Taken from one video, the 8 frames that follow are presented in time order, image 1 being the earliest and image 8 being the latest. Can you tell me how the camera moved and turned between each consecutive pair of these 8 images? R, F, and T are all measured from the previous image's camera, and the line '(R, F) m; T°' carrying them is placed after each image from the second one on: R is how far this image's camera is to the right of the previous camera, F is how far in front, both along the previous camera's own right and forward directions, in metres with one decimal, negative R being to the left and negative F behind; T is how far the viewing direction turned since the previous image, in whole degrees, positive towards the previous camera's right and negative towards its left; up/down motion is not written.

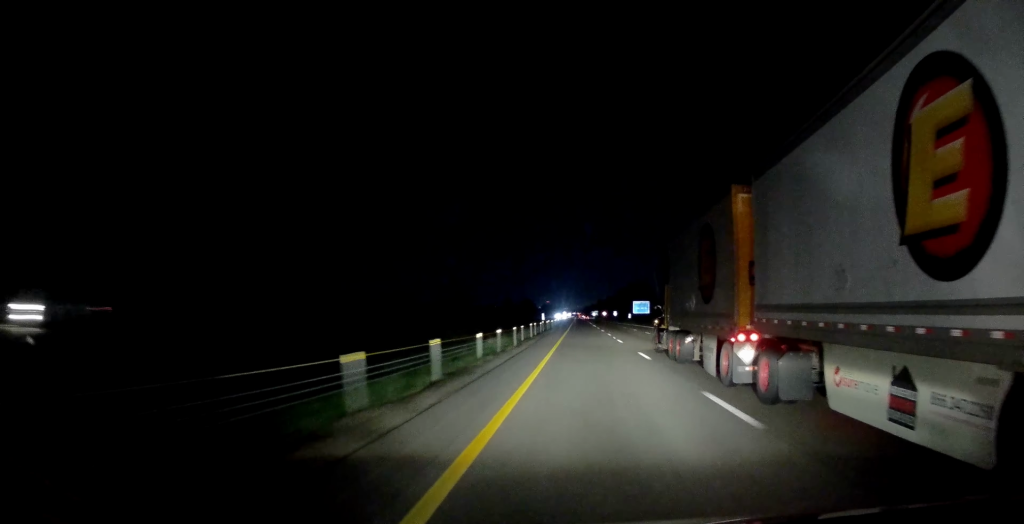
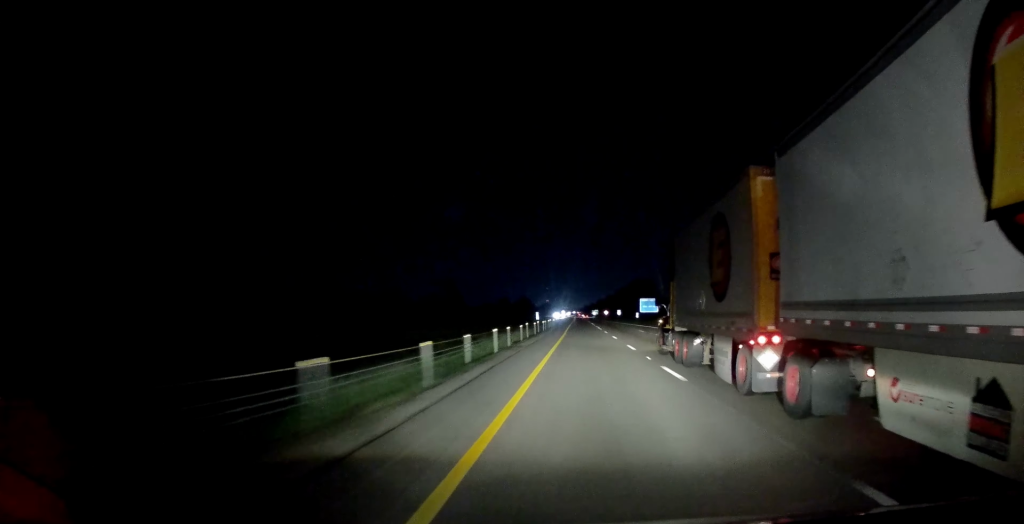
(0.0, +18.5) m; 0°
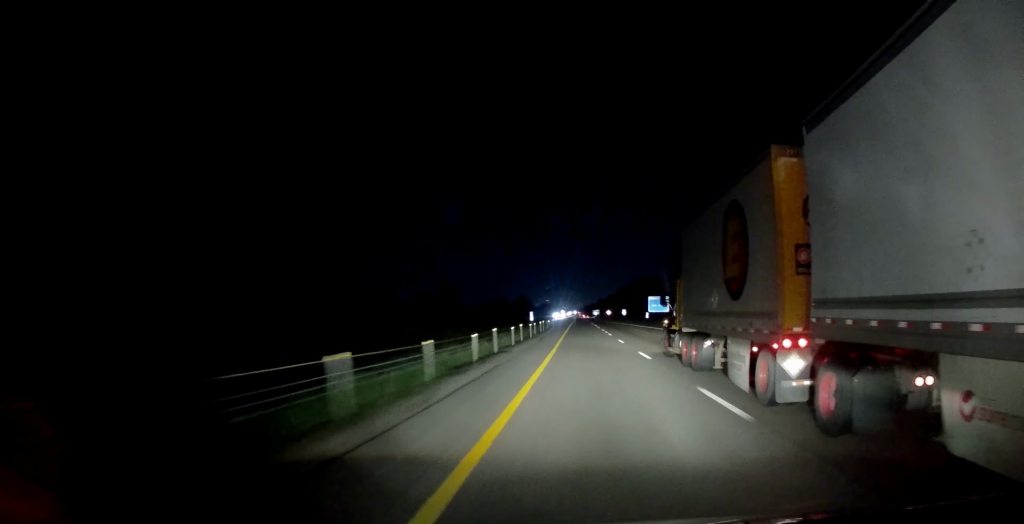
(0.0, +16.6) m; +1°
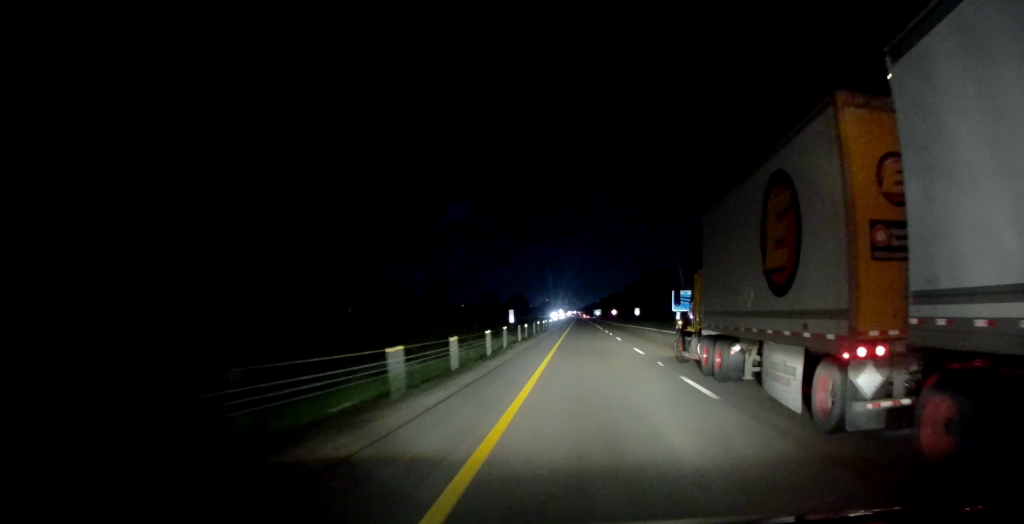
(+0.4, +32.7) m; 0°
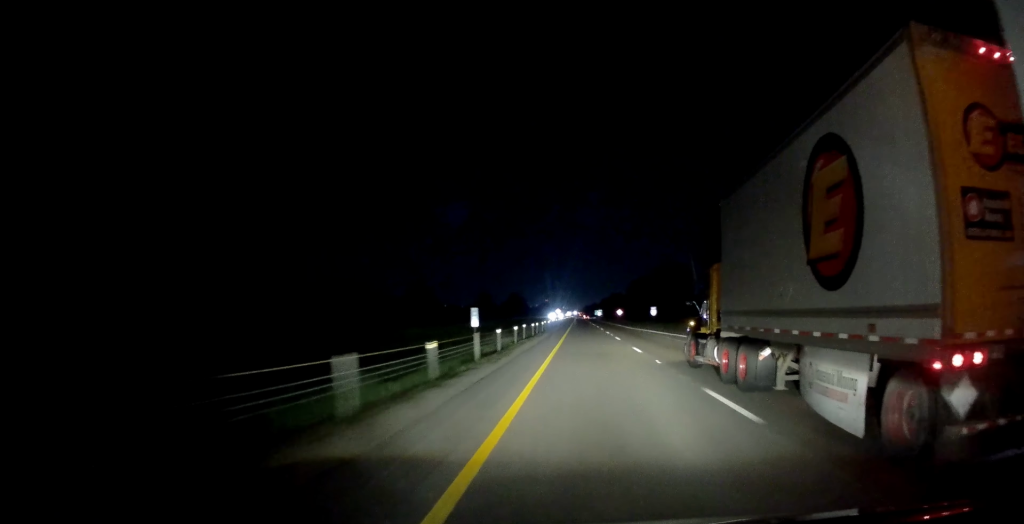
(-0.3, +26.6) m; -1°
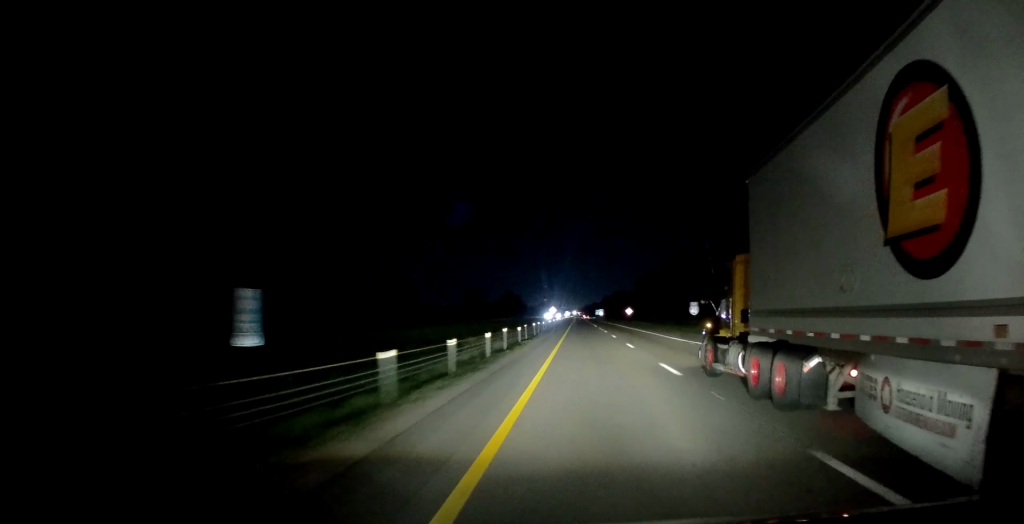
(-0.1, +34.3) m; 0°
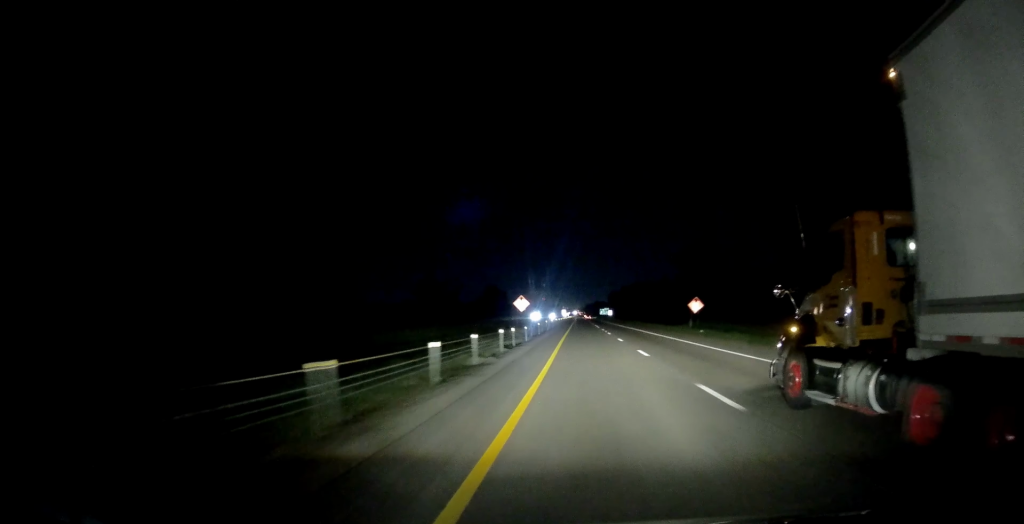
(+0.2, +81.2) m; 0°
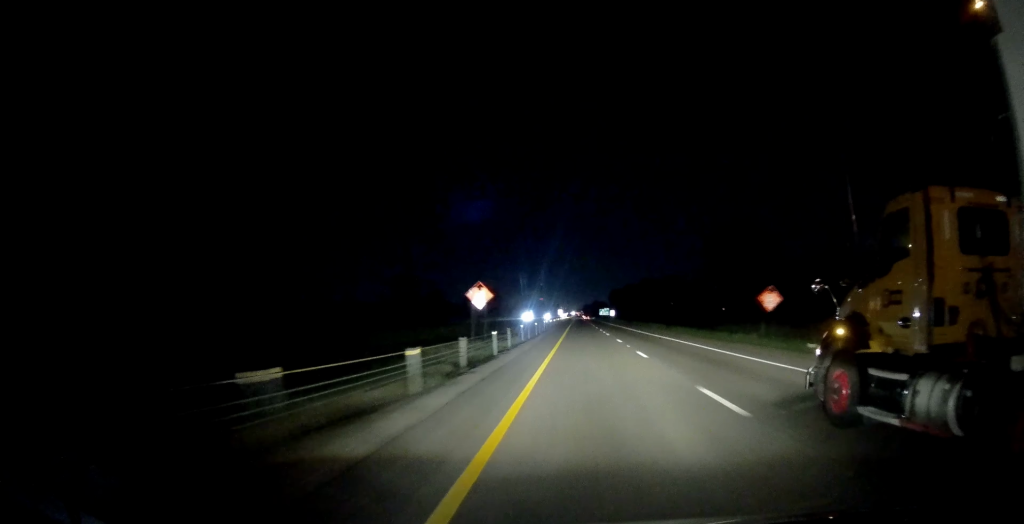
(+0.2, +25.7) m; 0°
